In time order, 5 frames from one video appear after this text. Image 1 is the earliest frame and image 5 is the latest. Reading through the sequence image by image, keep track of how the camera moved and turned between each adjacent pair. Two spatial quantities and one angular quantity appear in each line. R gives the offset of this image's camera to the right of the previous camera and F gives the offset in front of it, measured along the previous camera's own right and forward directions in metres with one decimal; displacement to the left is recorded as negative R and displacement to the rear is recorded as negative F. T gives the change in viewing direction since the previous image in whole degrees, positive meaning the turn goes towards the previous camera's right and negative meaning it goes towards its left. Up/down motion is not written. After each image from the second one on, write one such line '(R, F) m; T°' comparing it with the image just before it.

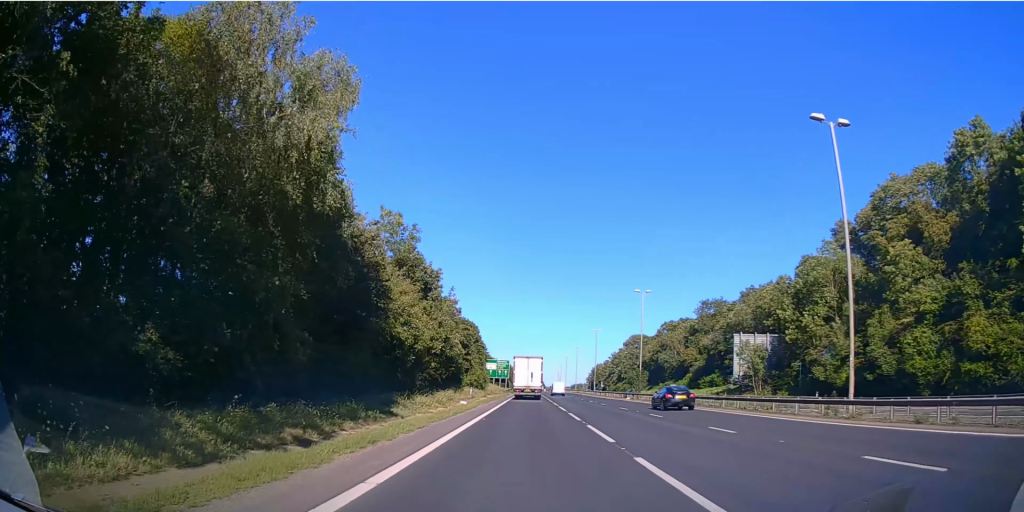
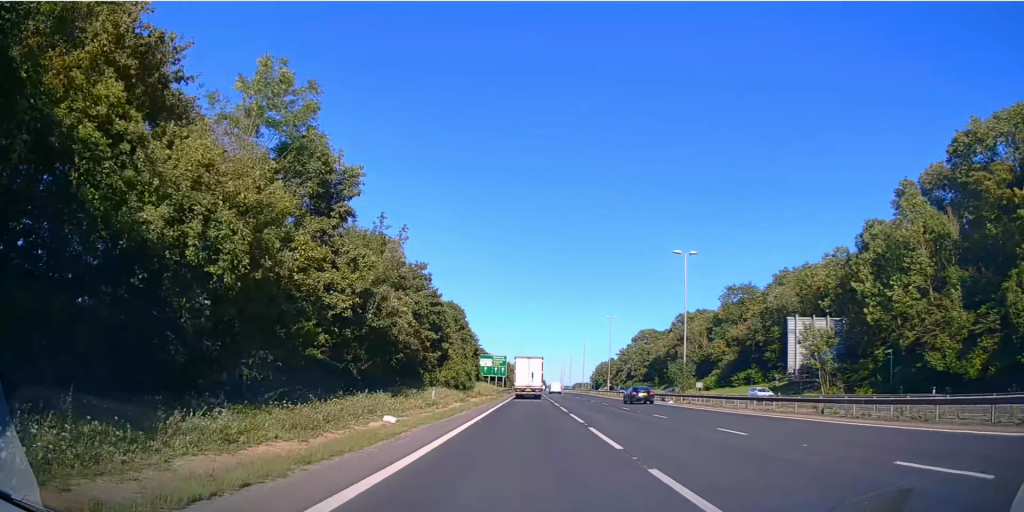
(-0.1, +19.6) m; 0°
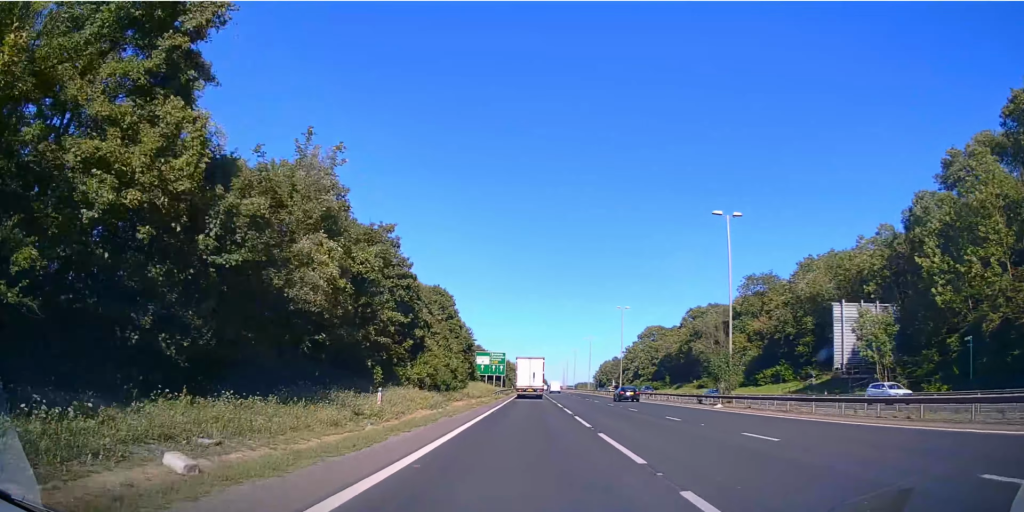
(0.0, +10.6) m; 0°
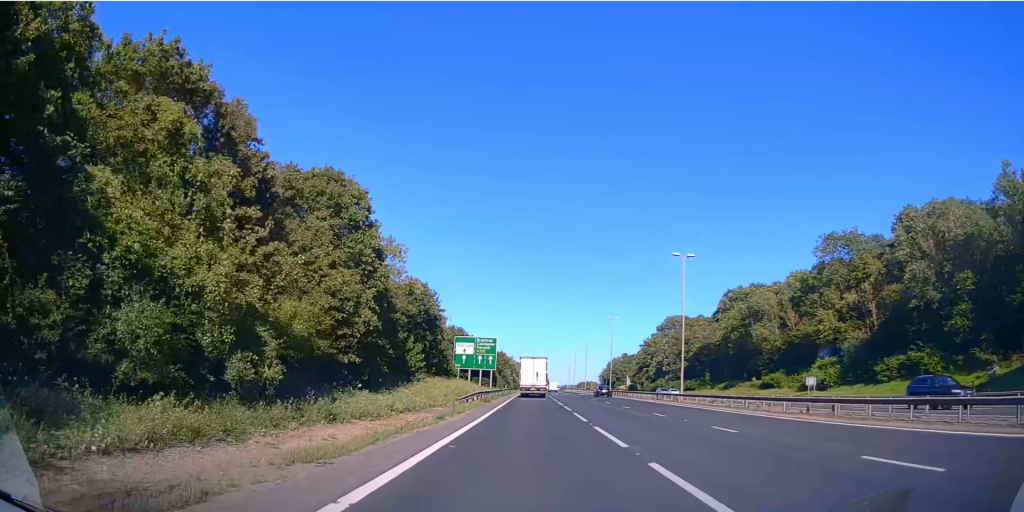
(0.0, +34.1) m; 0°
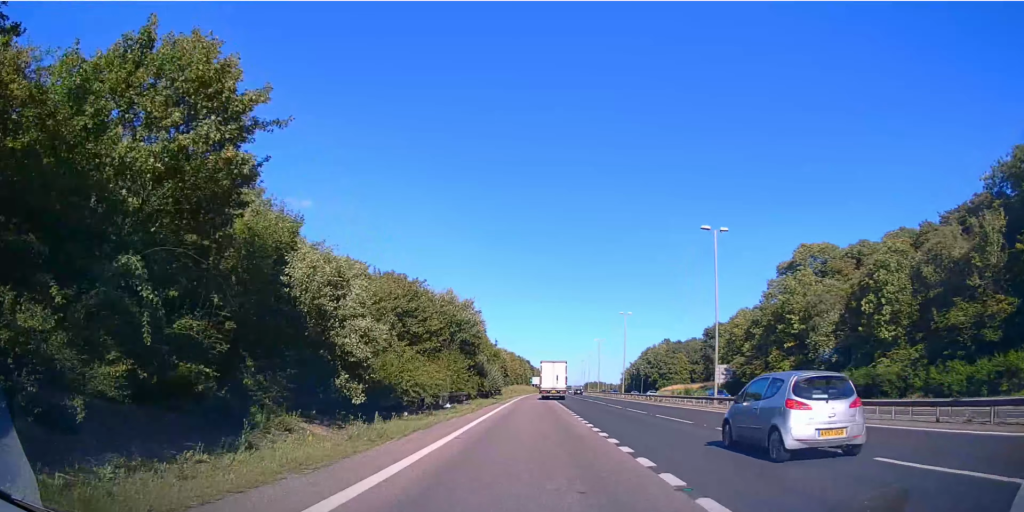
(+0.5, +102.6) m; +1°
